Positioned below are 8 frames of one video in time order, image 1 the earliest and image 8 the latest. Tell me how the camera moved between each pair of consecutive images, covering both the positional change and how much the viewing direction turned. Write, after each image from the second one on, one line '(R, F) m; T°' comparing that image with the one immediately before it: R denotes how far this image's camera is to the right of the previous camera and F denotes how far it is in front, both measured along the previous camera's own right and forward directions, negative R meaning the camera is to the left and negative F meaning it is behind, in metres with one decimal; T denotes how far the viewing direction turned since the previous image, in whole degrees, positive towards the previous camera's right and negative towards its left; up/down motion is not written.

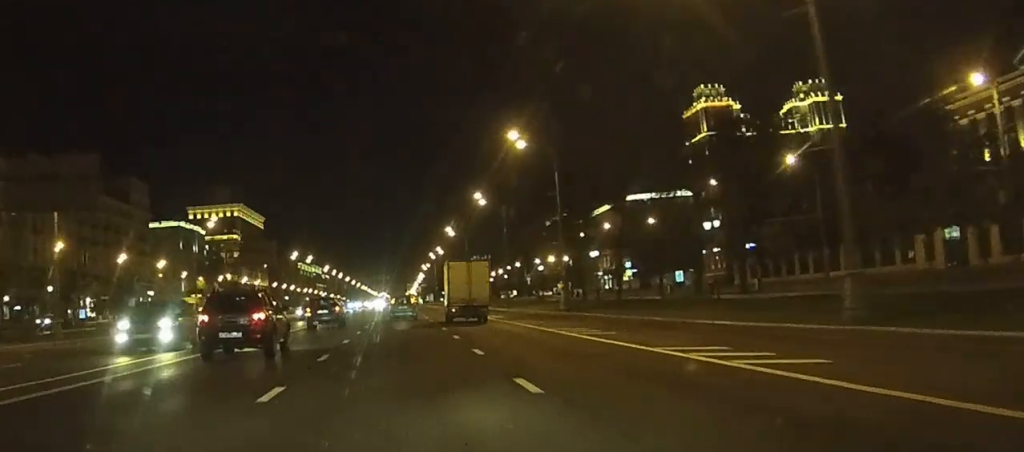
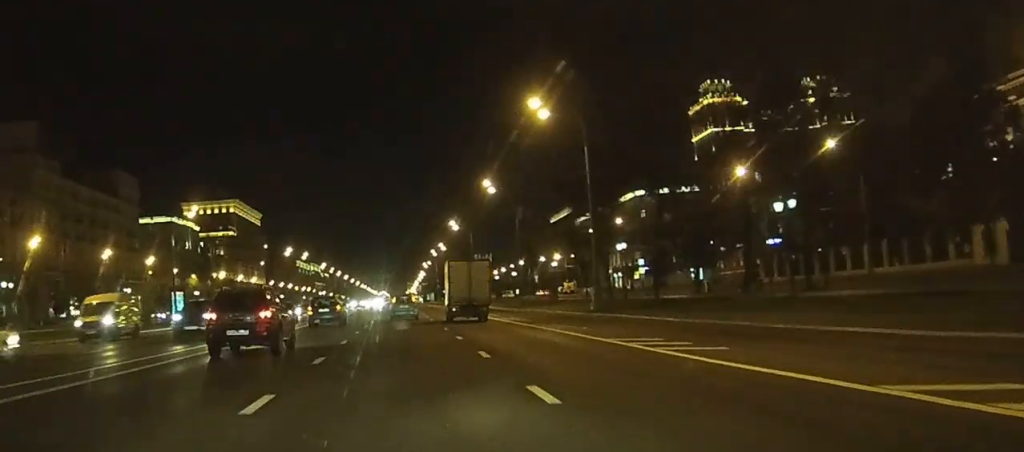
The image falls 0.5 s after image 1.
(0.0, +9.9) m; 0°
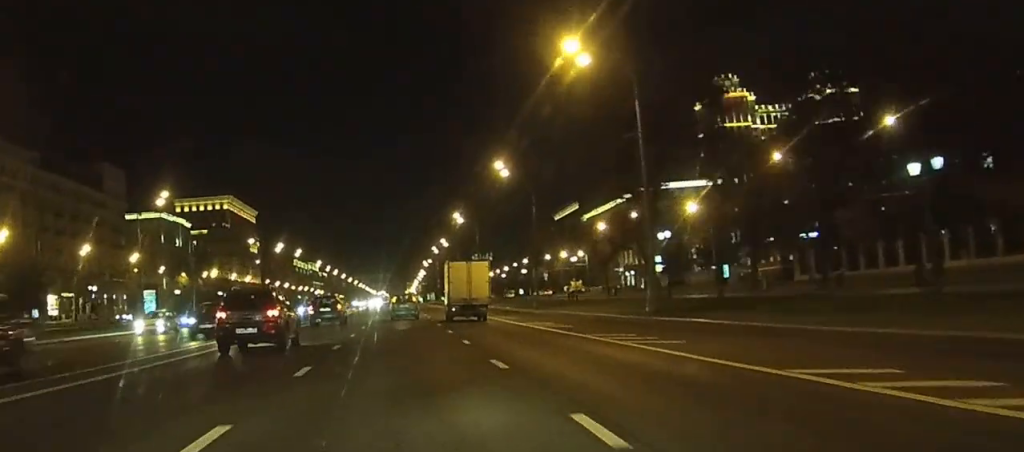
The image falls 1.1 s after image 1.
(0.0, +11.6) m; 0°
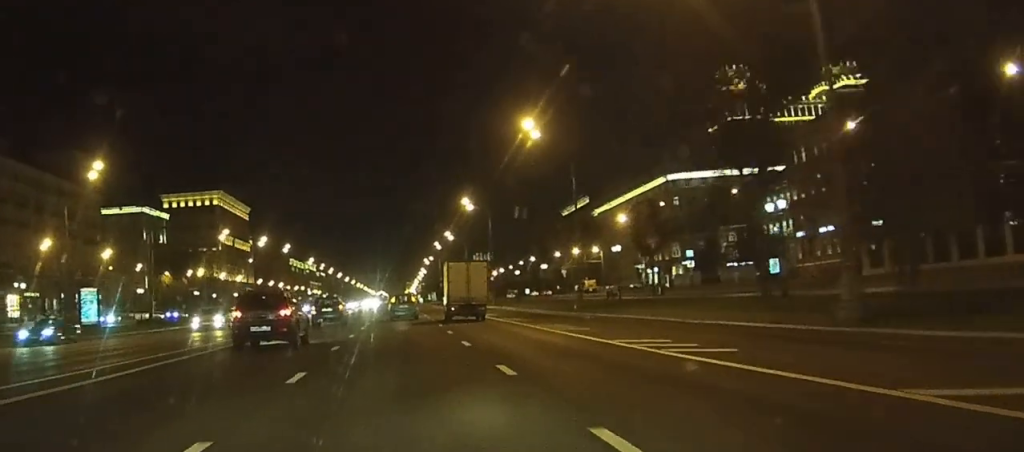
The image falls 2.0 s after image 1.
(+0.1, +17.3) m; 0°
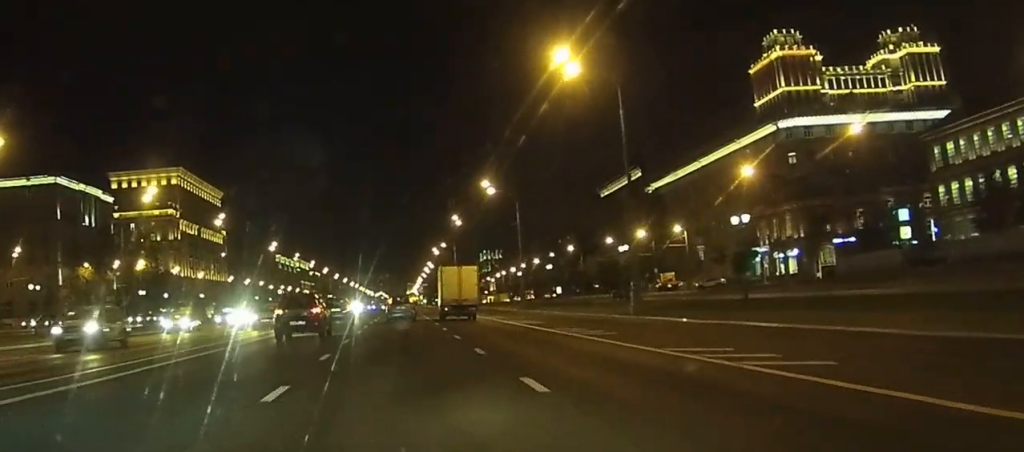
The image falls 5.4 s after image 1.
(-0.2, +58.9) m; -1°
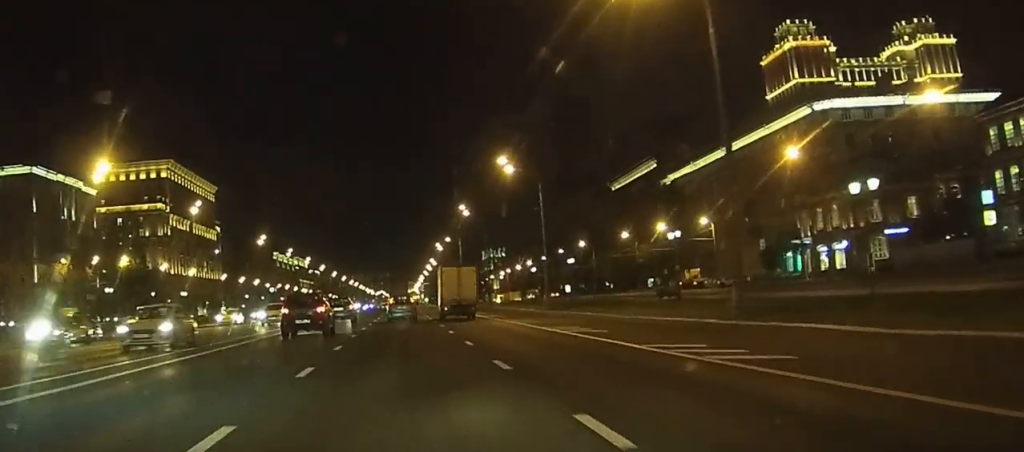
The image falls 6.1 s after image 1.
(0.0, +12.1) m; 0°
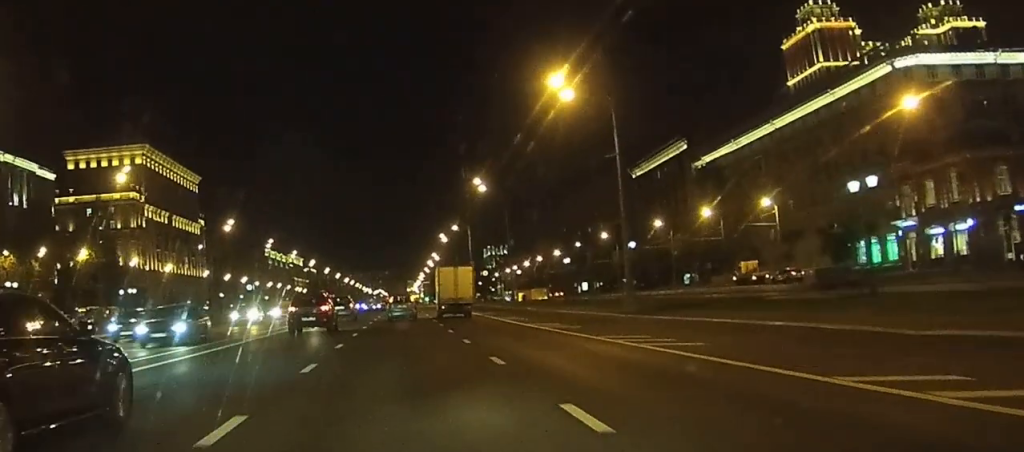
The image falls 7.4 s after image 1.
(+0.1, +23.1) m; +1°
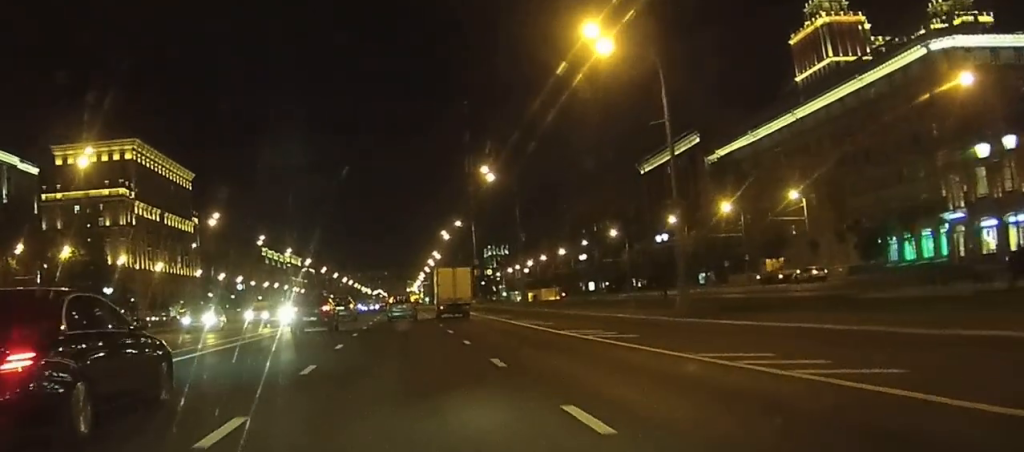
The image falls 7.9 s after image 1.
(0.0, +8.0) m; 0°
